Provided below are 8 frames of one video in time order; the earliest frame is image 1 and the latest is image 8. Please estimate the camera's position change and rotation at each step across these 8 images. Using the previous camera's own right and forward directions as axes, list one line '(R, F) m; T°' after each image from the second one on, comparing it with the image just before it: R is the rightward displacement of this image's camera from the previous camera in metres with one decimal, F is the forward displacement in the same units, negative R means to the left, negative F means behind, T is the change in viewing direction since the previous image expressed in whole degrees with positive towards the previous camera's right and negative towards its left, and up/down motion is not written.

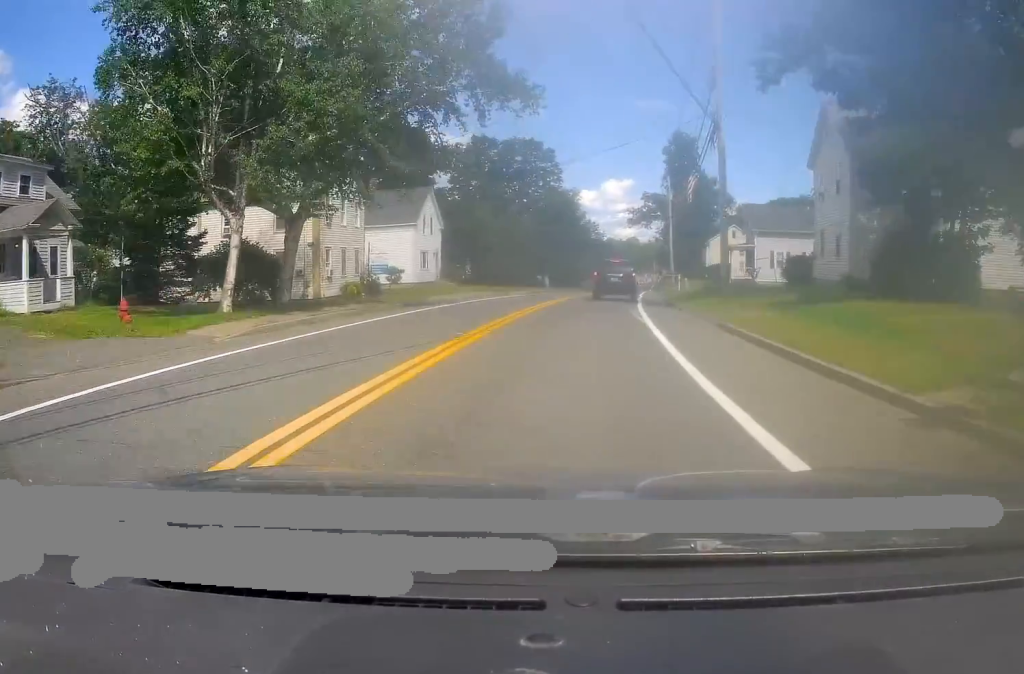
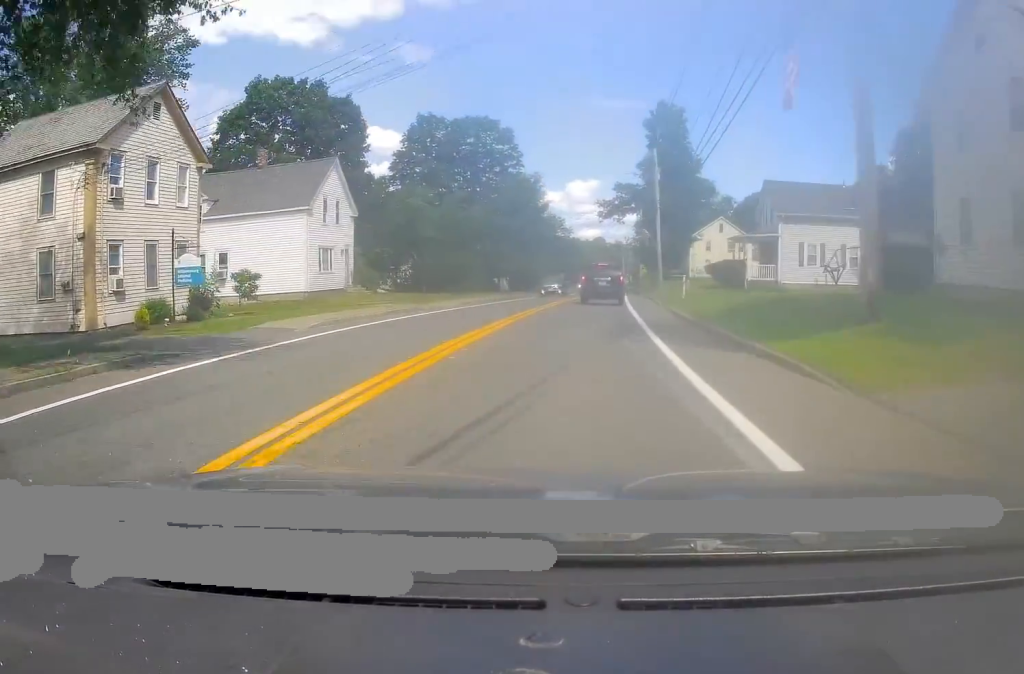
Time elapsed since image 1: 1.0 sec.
(+0.5, +16.1) m; +4°
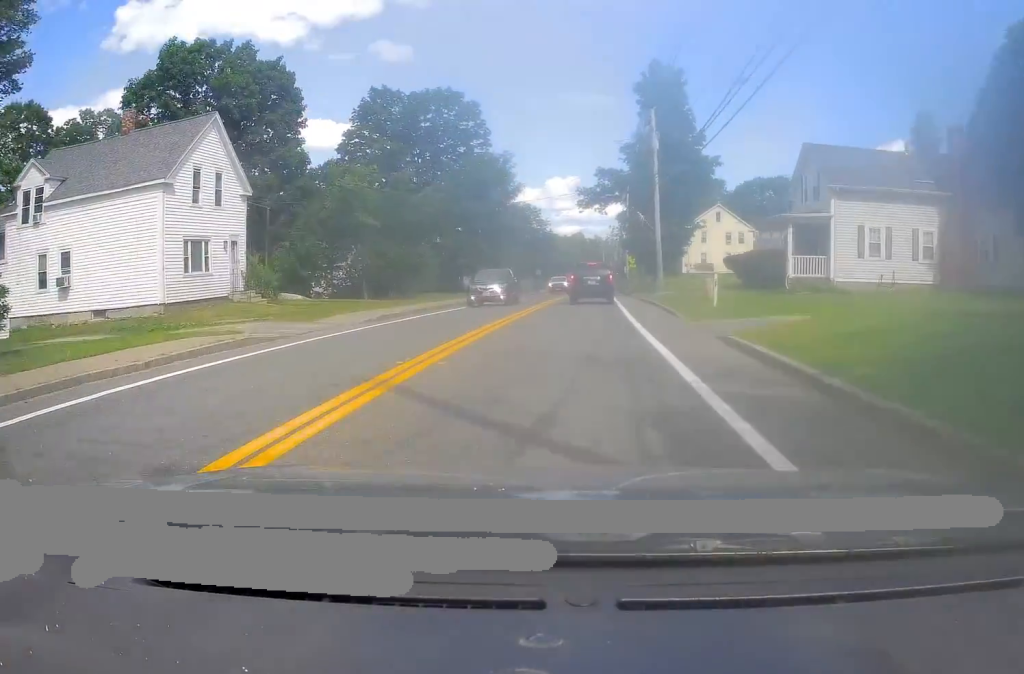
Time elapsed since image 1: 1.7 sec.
(+0.6, +12.5) m; +3°
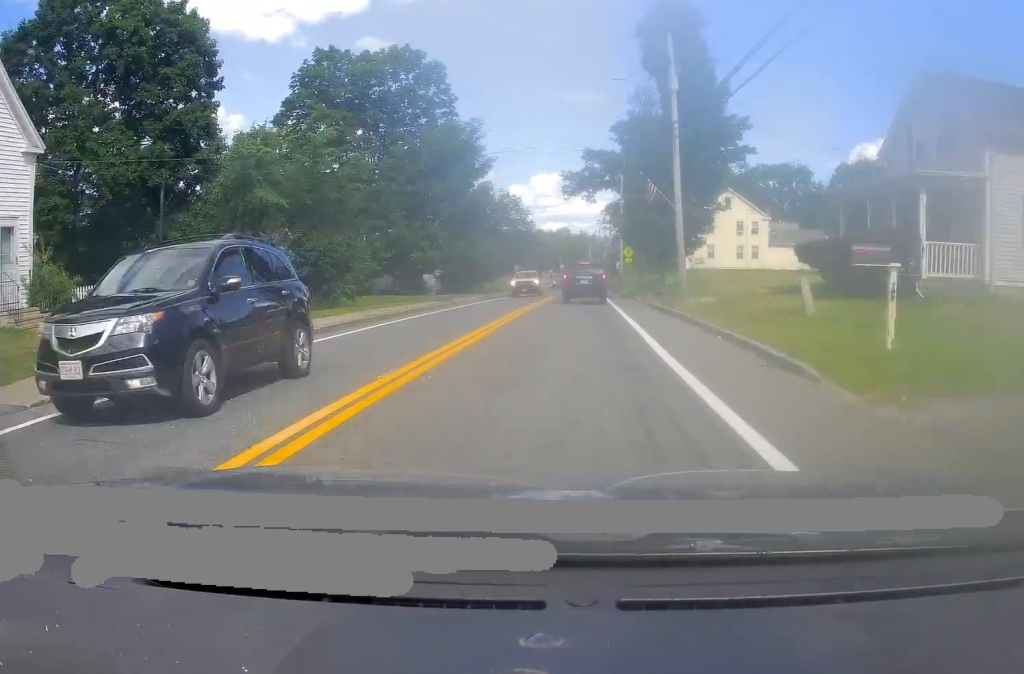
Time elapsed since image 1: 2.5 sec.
(+0.3, +13.1) m; +1°
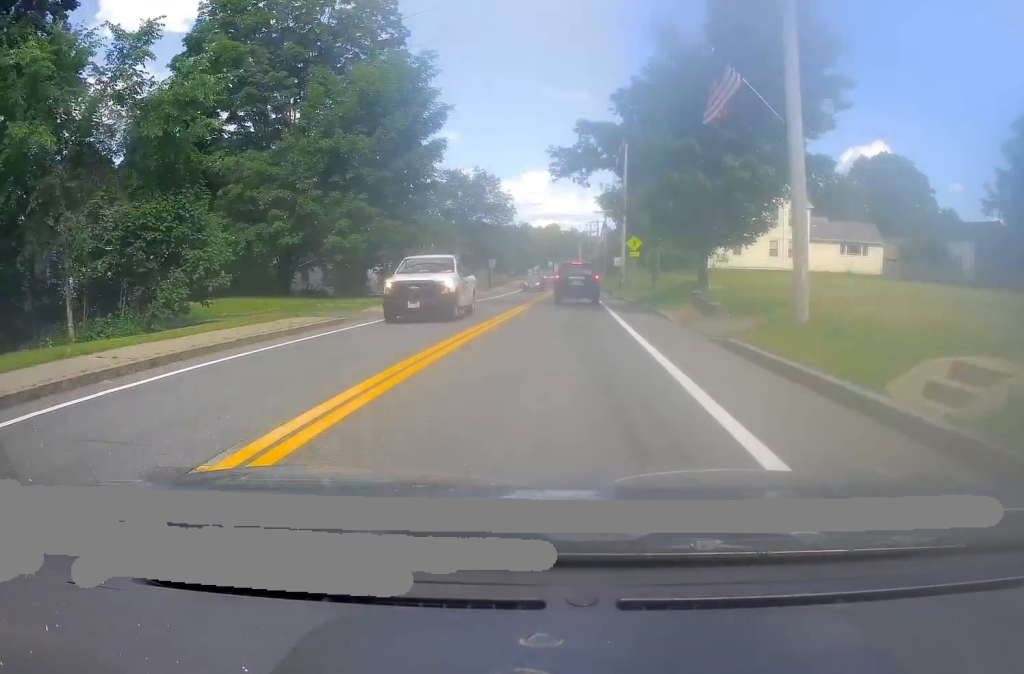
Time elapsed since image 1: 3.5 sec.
(-0.1, +16.6) m; -1°
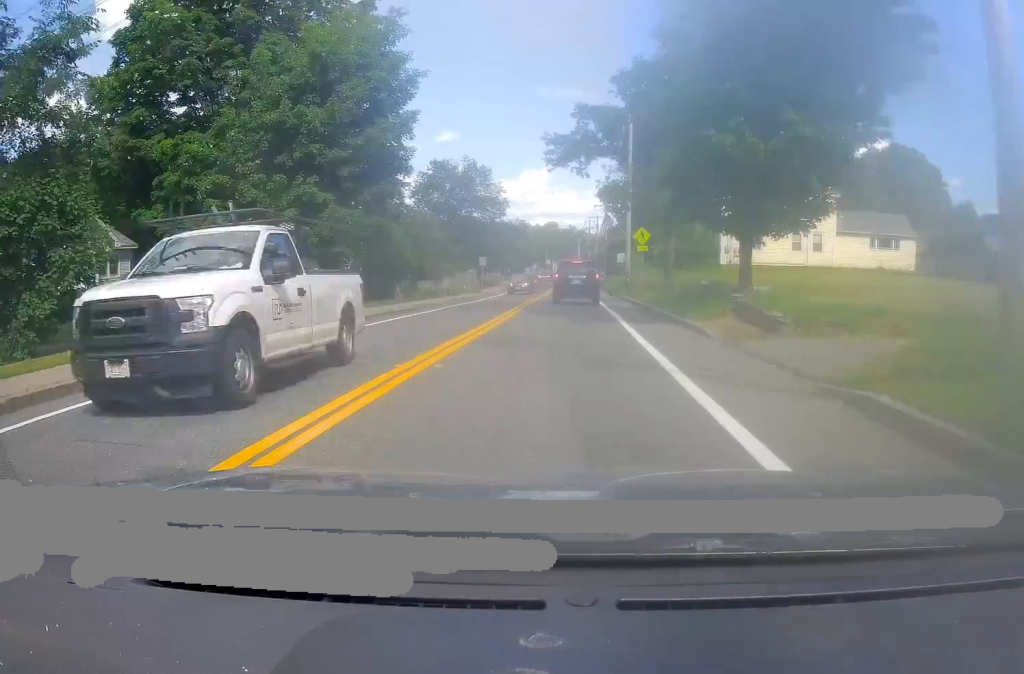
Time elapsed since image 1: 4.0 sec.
(-0.1, +7.2) m; -1°
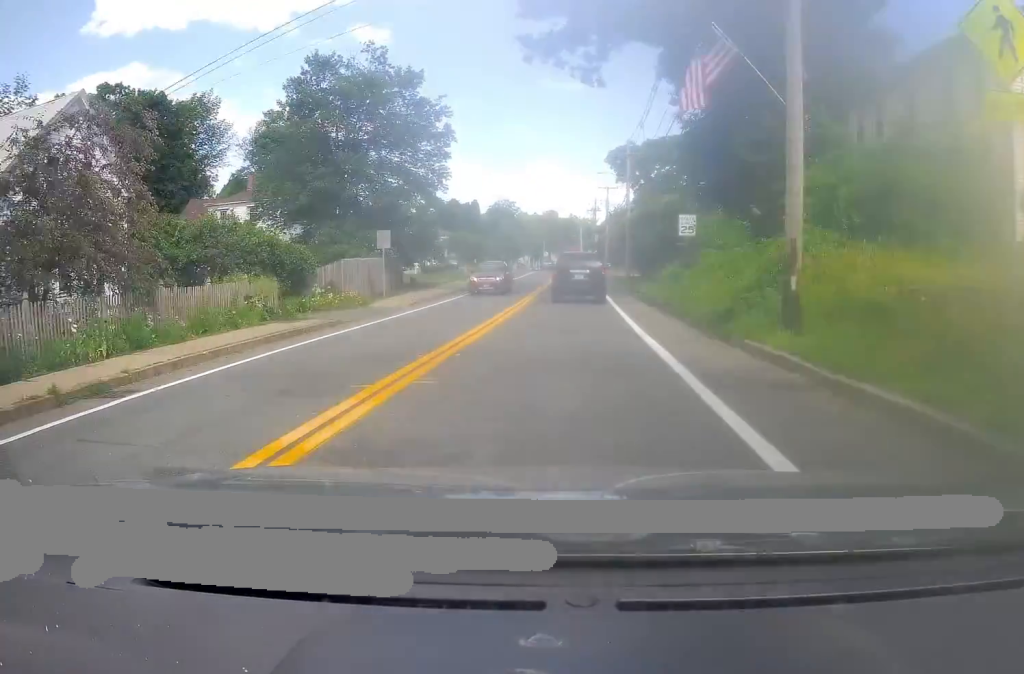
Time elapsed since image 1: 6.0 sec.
(+1.7, +35.0) m; +3°
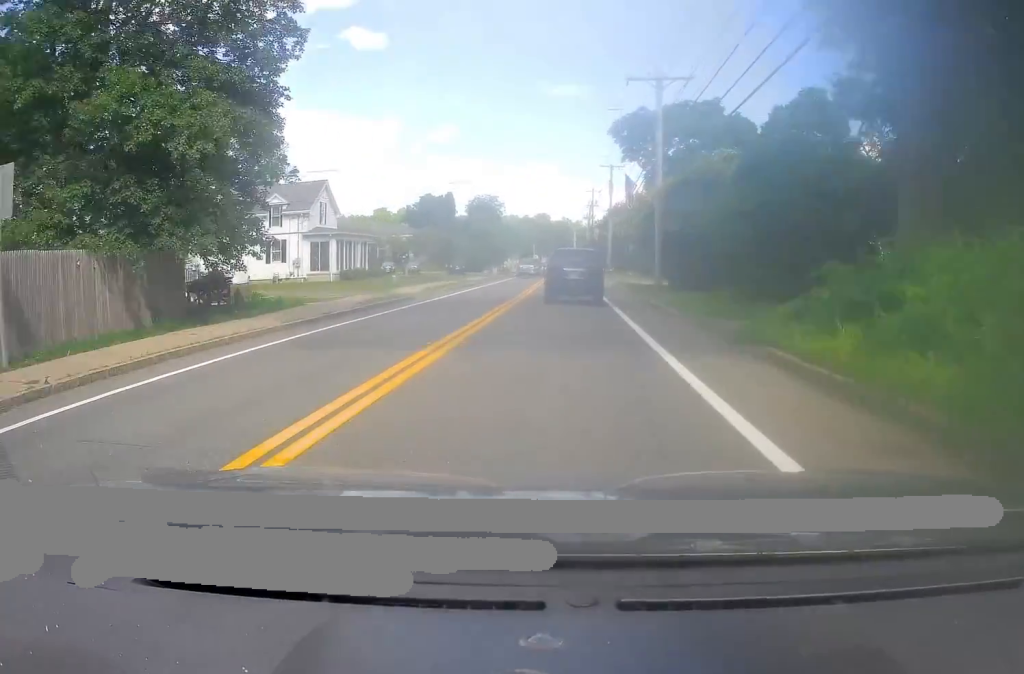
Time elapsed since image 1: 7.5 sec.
(-0.9, +24.2) m; -1°
